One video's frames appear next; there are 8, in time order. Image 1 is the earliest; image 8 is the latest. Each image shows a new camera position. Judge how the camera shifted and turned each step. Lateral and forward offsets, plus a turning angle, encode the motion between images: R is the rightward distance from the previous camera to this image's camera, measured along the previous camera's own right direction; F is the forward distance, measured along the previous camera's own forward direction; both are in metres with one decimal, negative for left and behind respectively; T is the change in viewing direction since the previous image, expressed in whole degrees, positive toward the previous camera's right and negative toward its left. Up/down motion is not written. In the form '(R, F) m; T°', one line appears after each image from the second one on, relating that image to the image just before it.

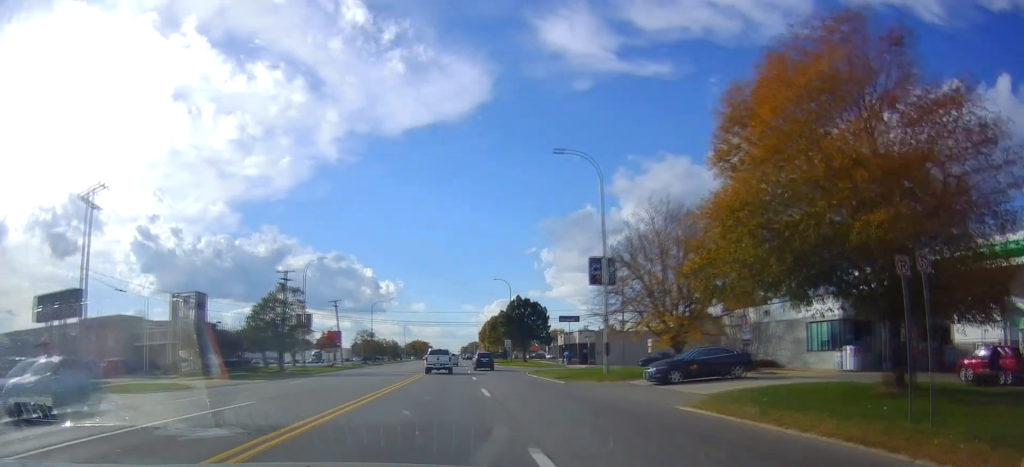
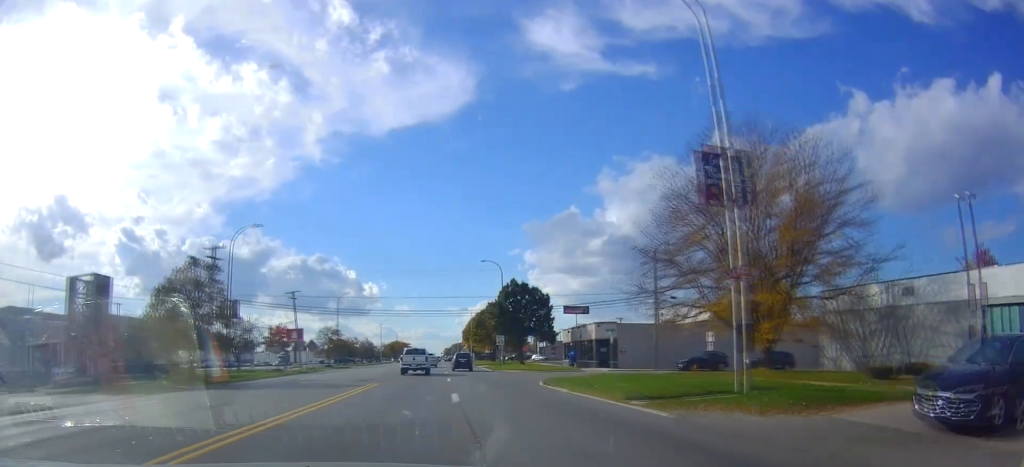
(+0.3, +16.7) m; +1°
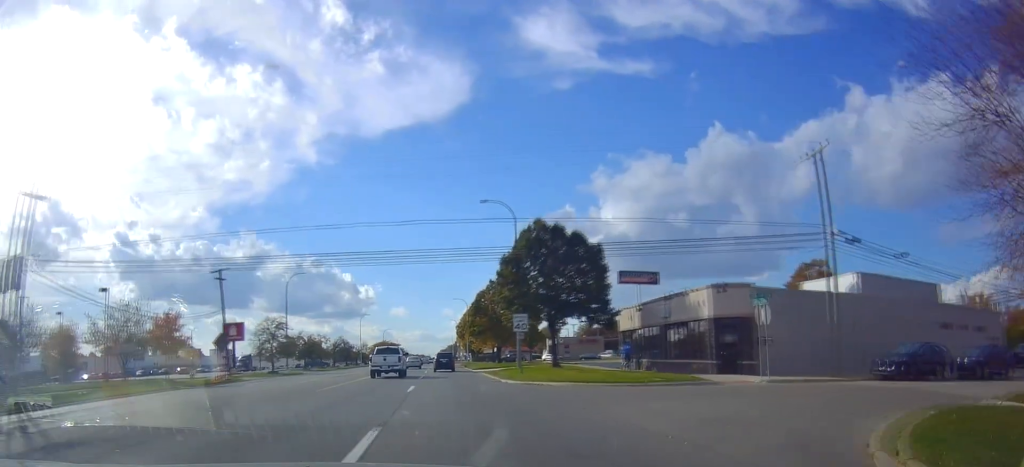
(-0.5, +26.2) m; -2°
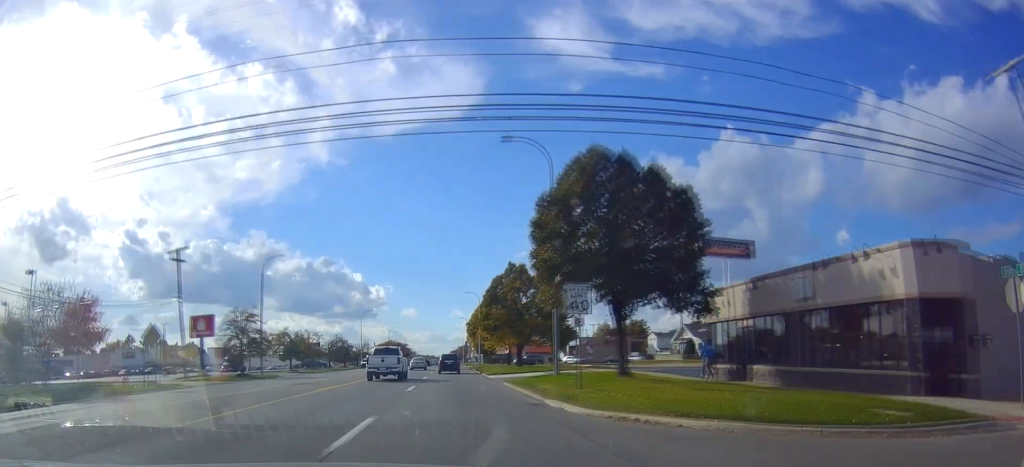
(0.0, +13.2) m; 0°
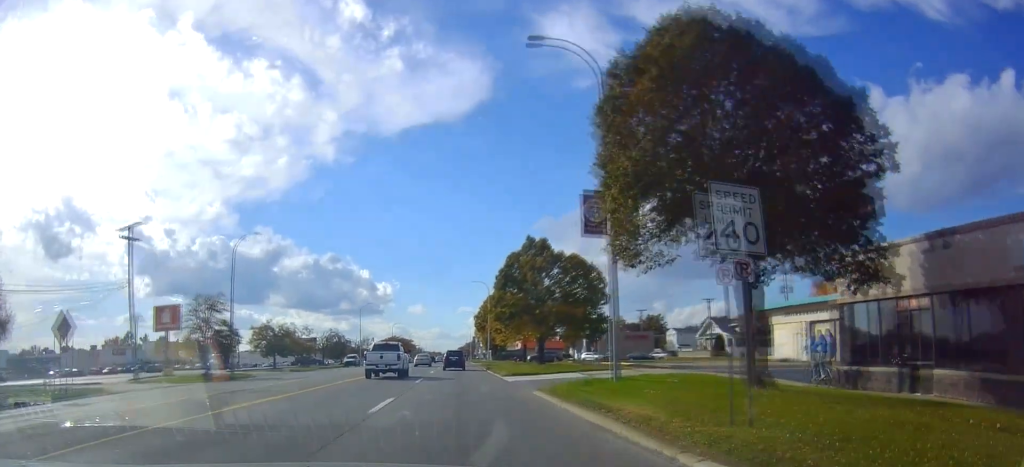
(0.0, +10.2) m; 0°
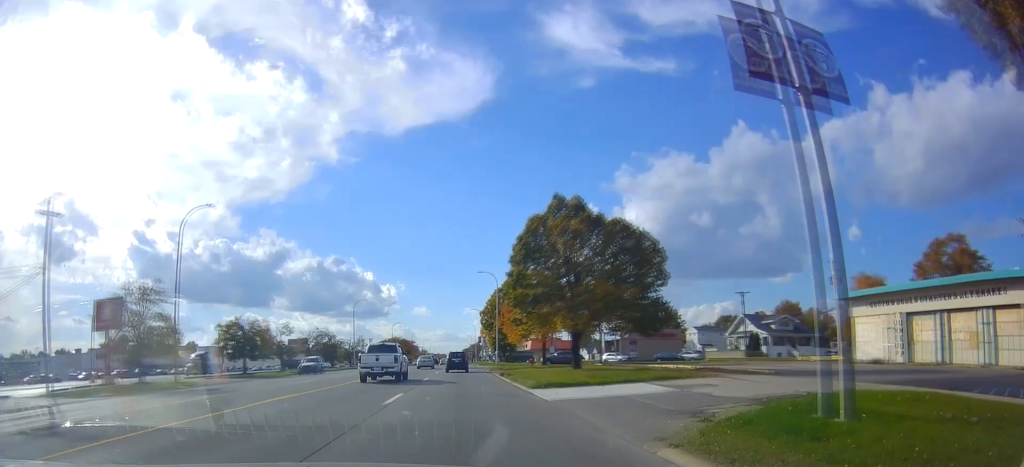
(0.0, +11.8) m; 0°
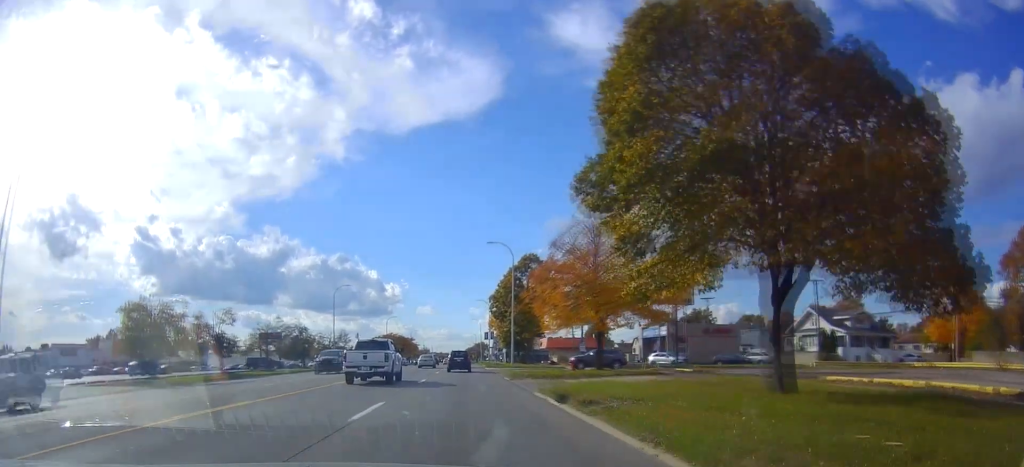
(0.0, +20.4) m; 0°
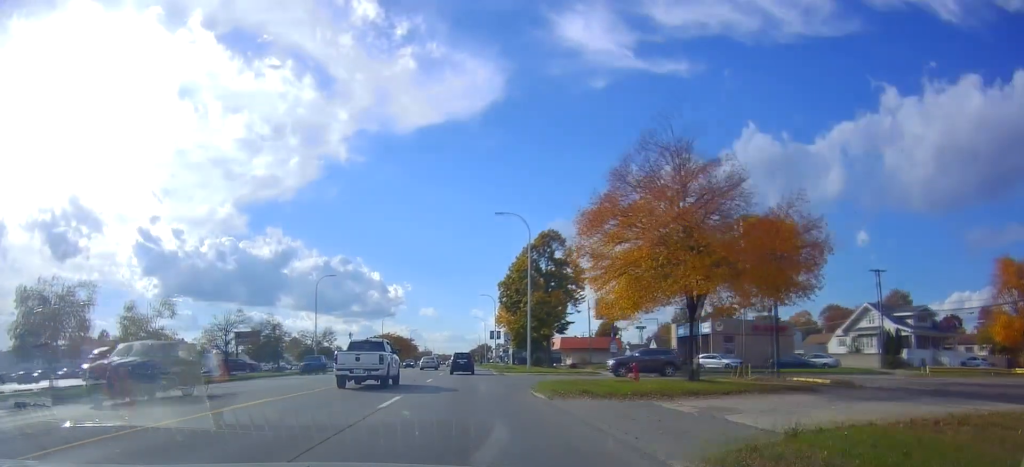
(0.0, +13.0) m; -1°
